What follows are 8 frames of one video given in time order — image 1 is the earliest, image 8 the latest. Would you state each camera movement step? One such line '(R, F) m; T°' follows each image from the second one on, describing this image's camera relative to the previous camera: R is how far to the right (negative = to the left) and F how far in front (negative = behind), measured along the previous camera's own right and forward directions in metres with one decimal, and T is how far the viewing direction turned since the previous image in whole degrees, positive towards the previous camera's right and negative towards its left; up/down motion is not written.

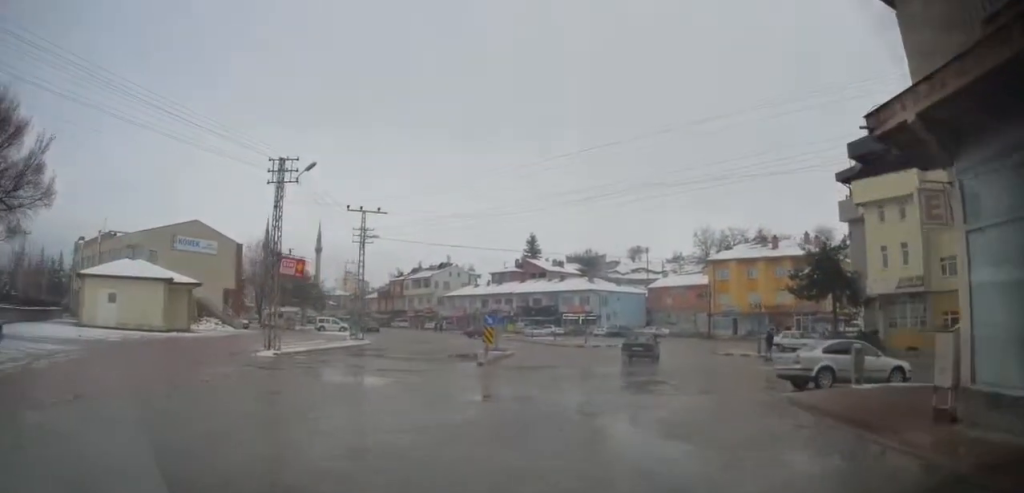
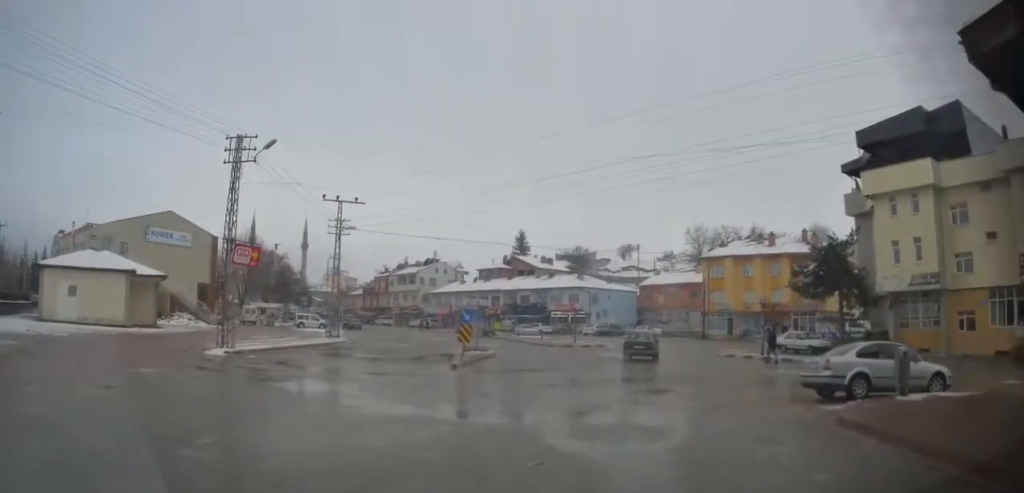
(-0.1, +3.5) m; -1°
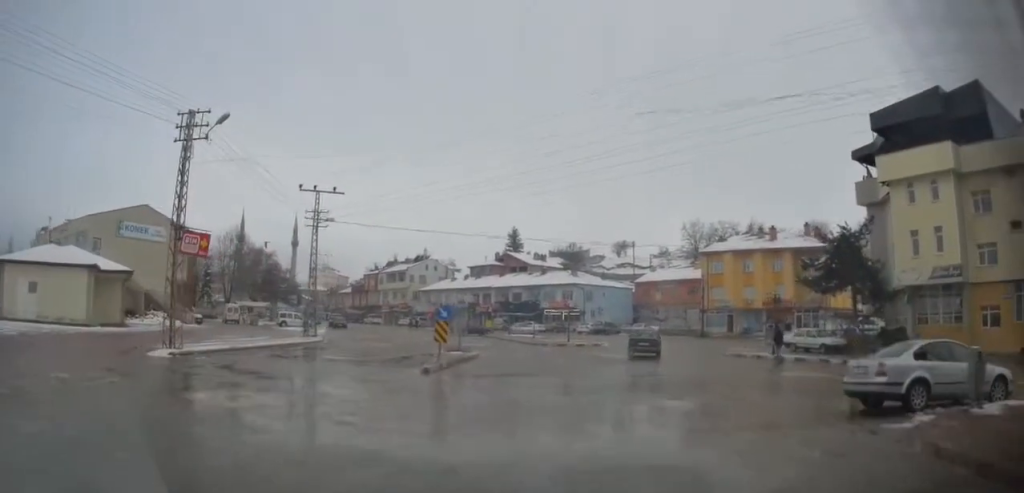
(0.0, +3.6) m; +1°
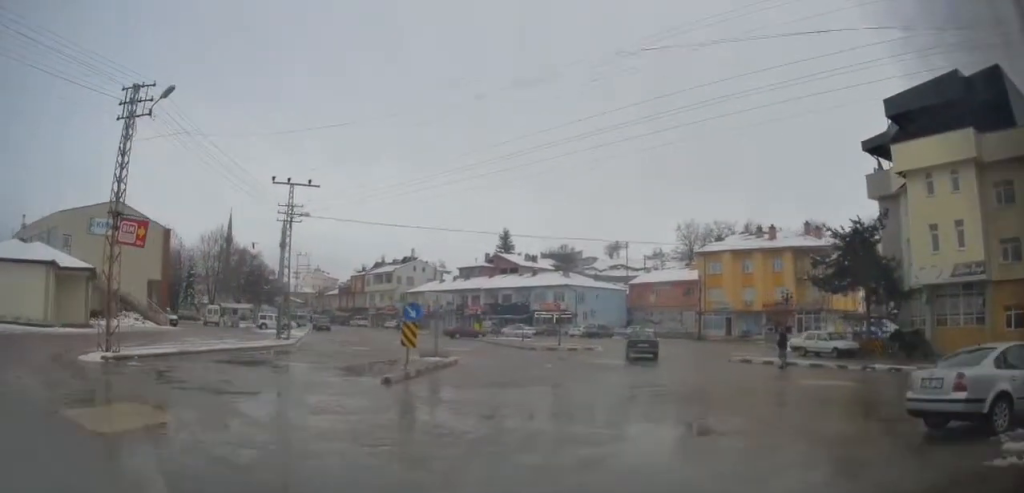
(-0.1, +3.3) m; +4°
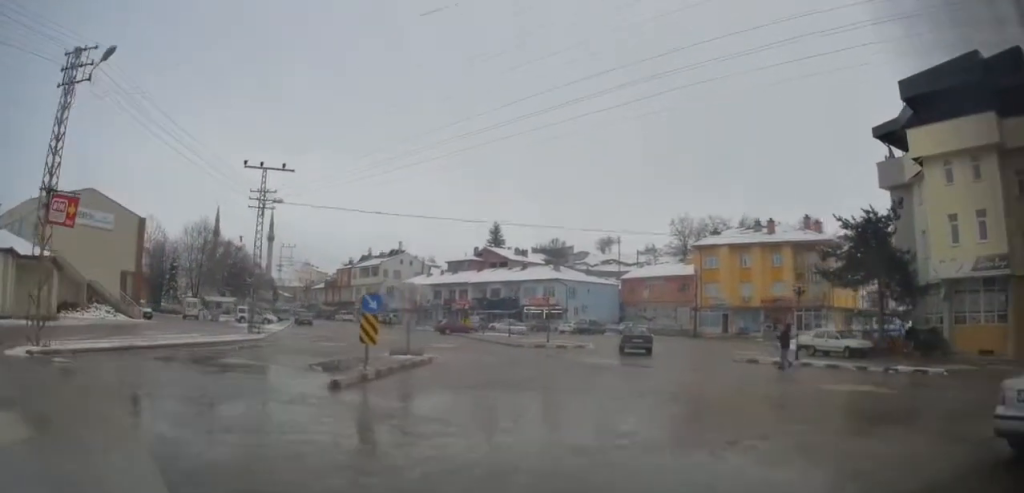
(+0.1, +3.2) m; +4°
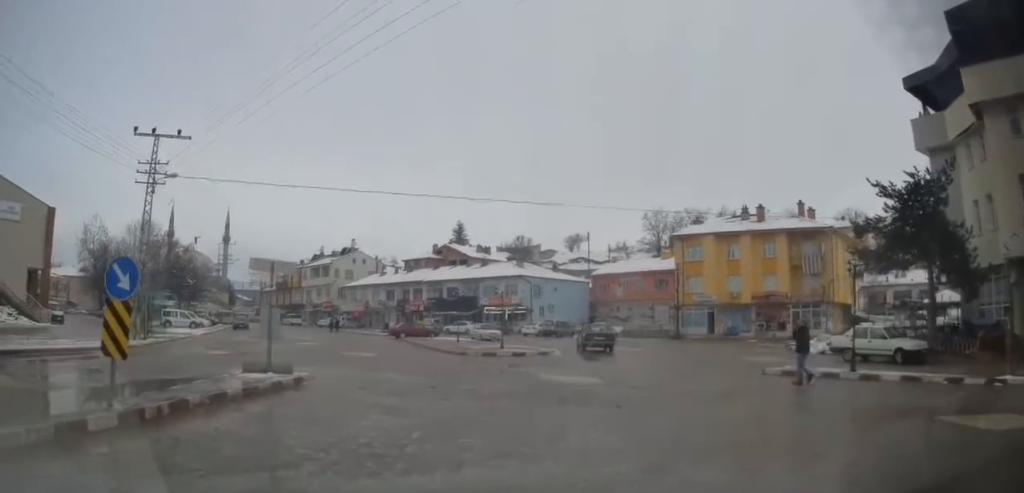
(+1.1, +9.7) m; +3°
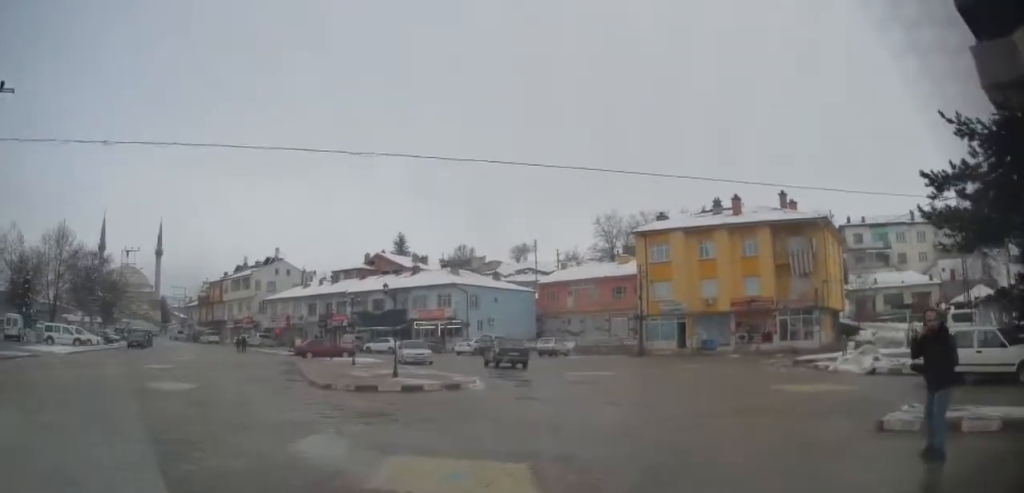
(-0.6, +9.8) m; -1°
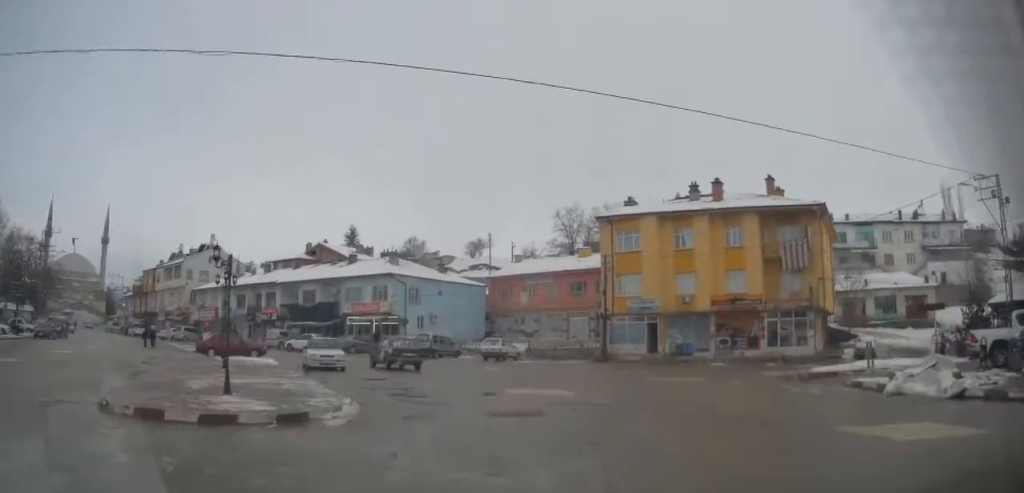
(+0.5, +6.4) m; +10°
